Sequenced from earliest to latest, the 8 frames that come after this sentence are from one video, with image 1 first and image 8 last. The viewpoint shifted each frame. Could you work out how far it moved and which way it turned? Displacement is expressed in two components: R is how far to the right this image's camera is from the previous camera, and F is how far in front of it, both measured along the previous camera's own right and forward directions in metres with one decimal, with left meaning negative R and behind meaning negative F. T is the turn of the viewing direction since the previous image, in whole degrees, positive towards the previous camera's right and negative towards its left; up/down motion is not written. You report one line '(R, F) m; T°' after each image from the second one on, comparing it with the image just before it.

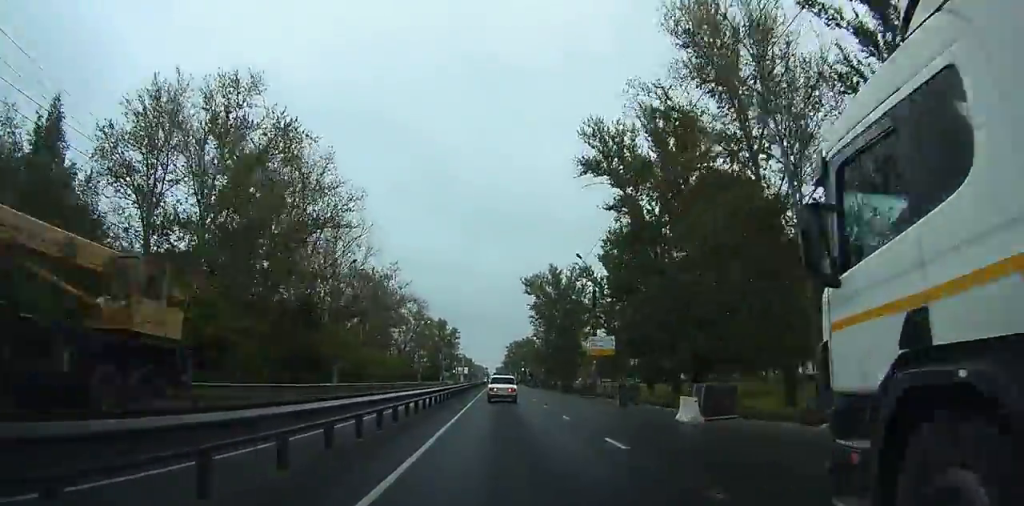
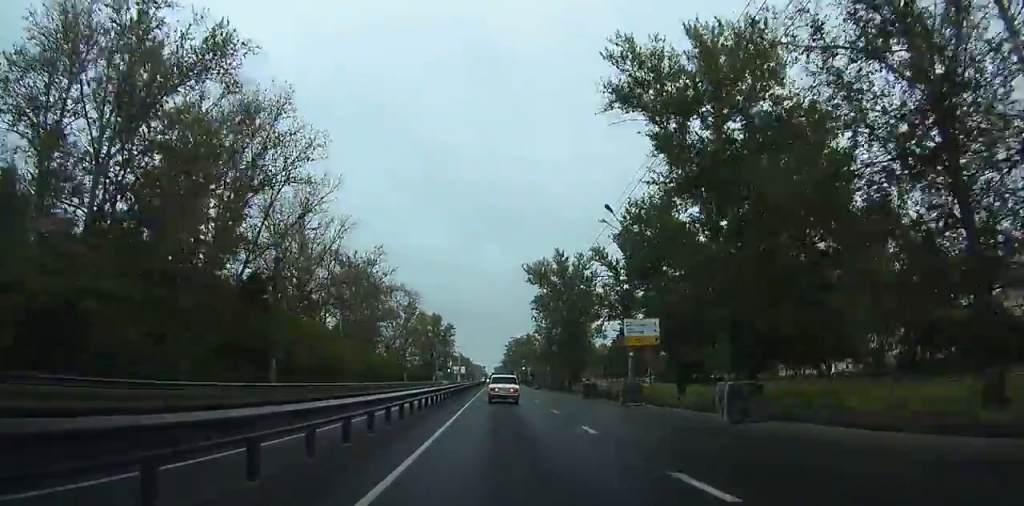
(0.0, +13.4) m; 0°
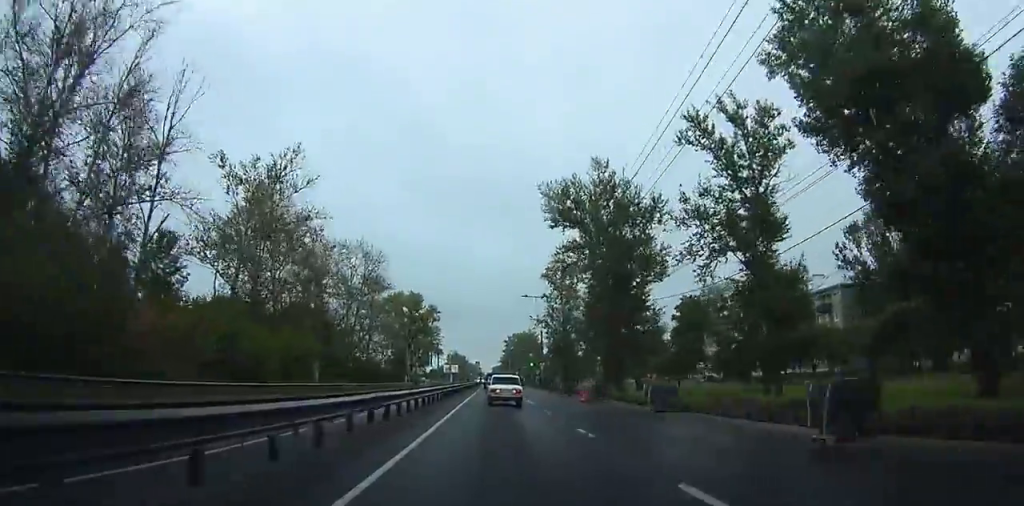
(+0.3, +45.3) m; +1°
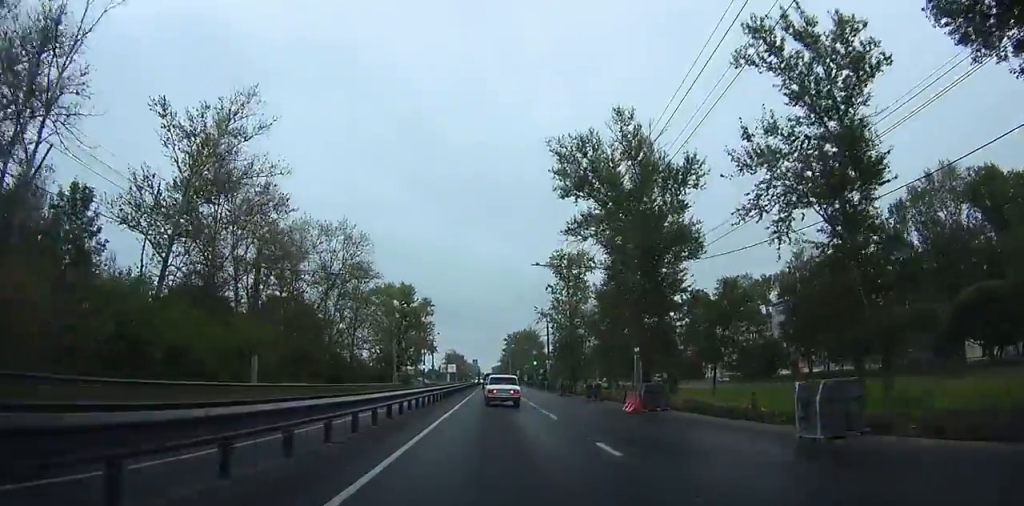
(+0.1, +13.2) m; 0°
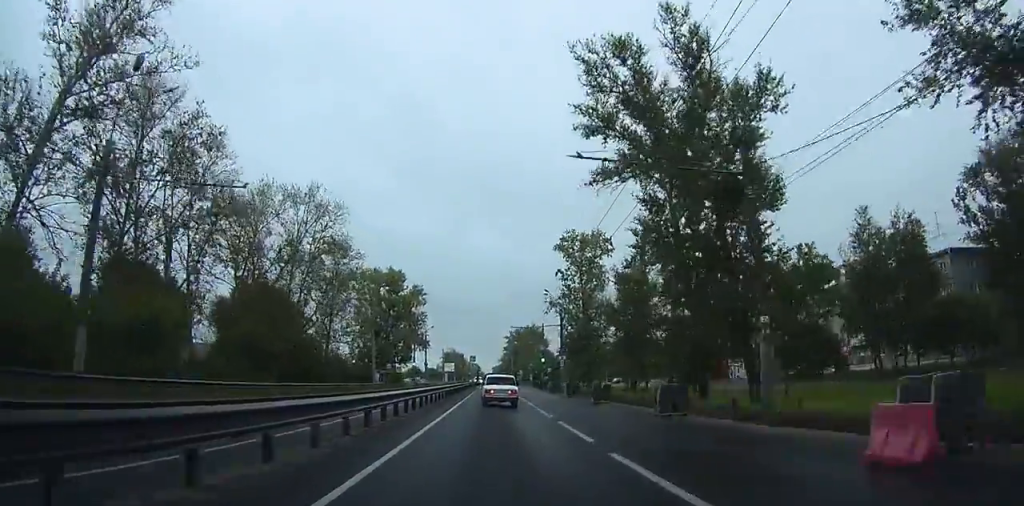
(0.0, +17.3) m; 0°
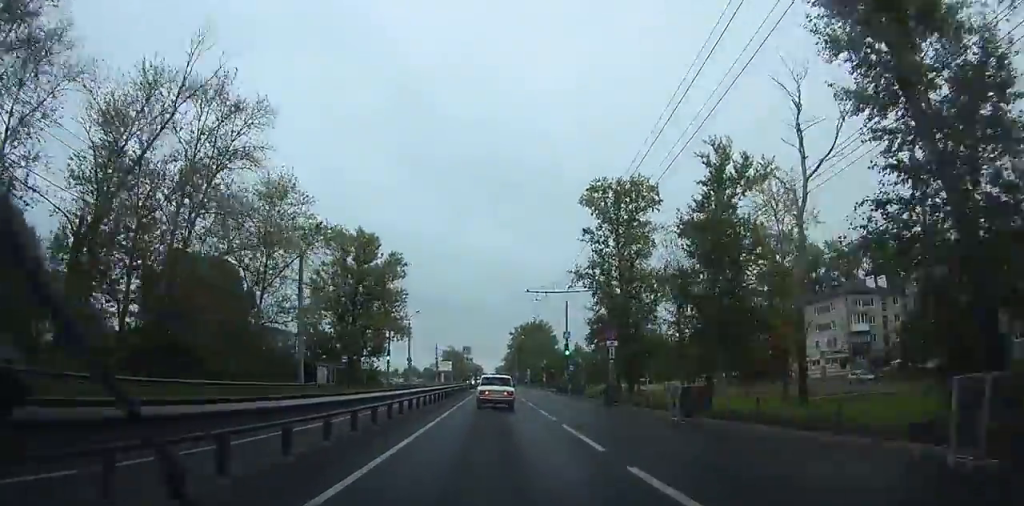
(0.0, +29.9) m; 0°
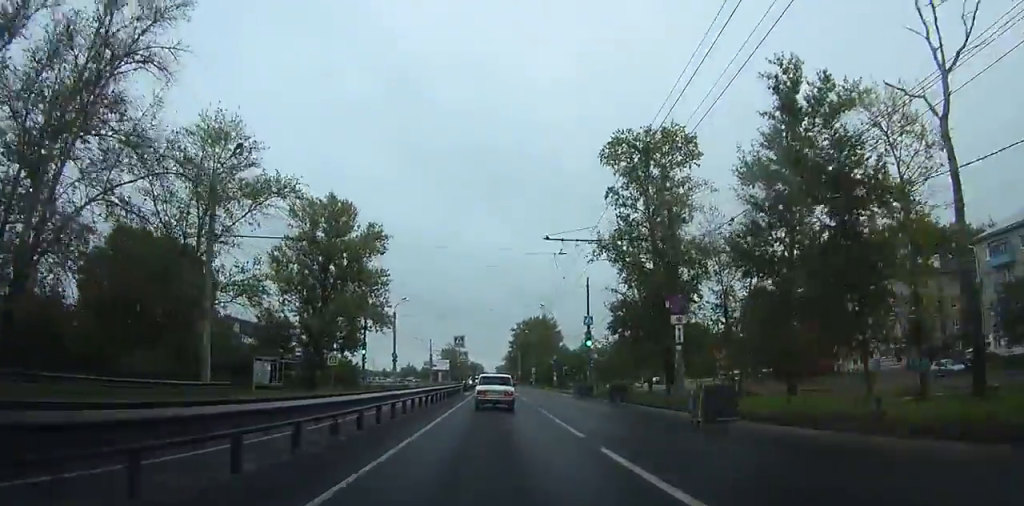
(0.0, +15.7) m; 0°
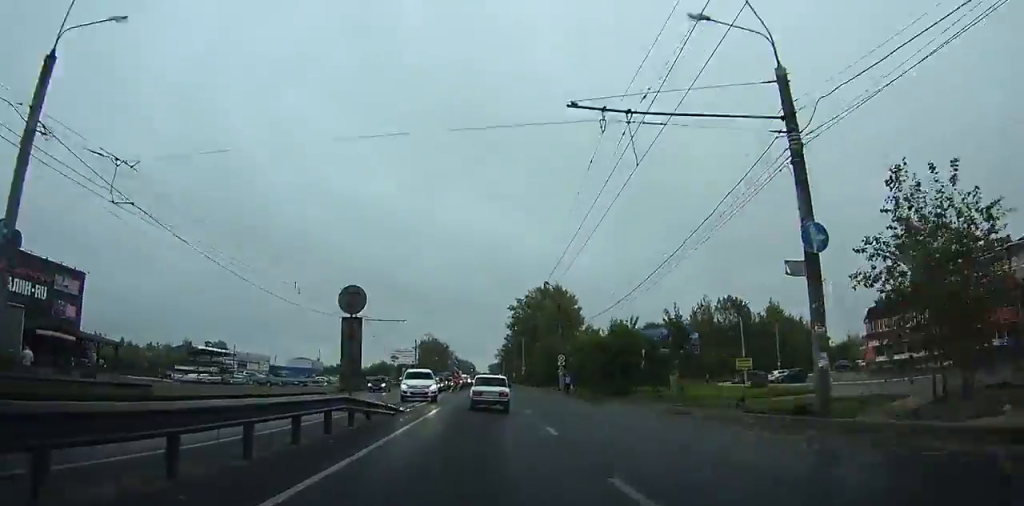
(0.0, +67.1) m; 0°
